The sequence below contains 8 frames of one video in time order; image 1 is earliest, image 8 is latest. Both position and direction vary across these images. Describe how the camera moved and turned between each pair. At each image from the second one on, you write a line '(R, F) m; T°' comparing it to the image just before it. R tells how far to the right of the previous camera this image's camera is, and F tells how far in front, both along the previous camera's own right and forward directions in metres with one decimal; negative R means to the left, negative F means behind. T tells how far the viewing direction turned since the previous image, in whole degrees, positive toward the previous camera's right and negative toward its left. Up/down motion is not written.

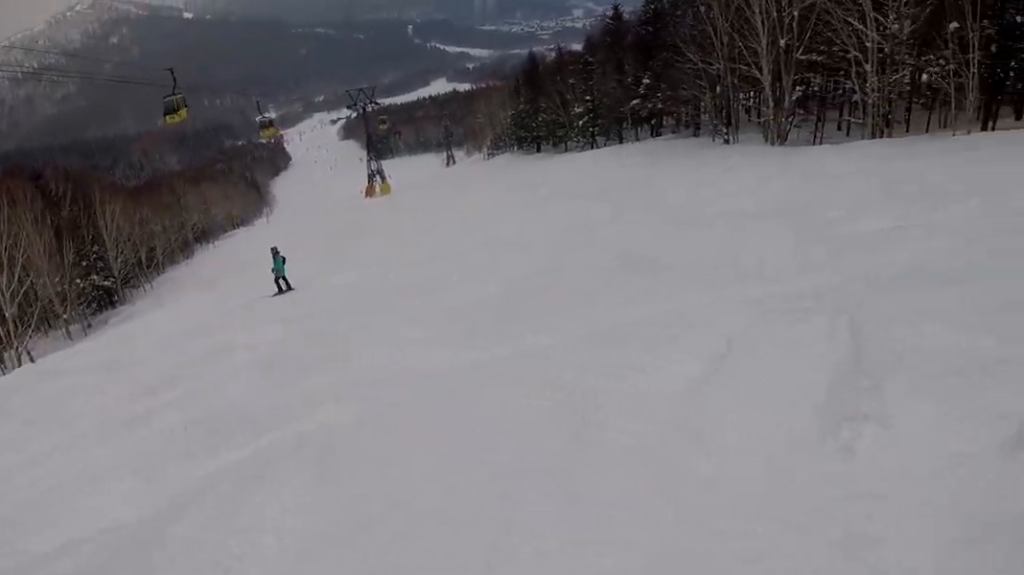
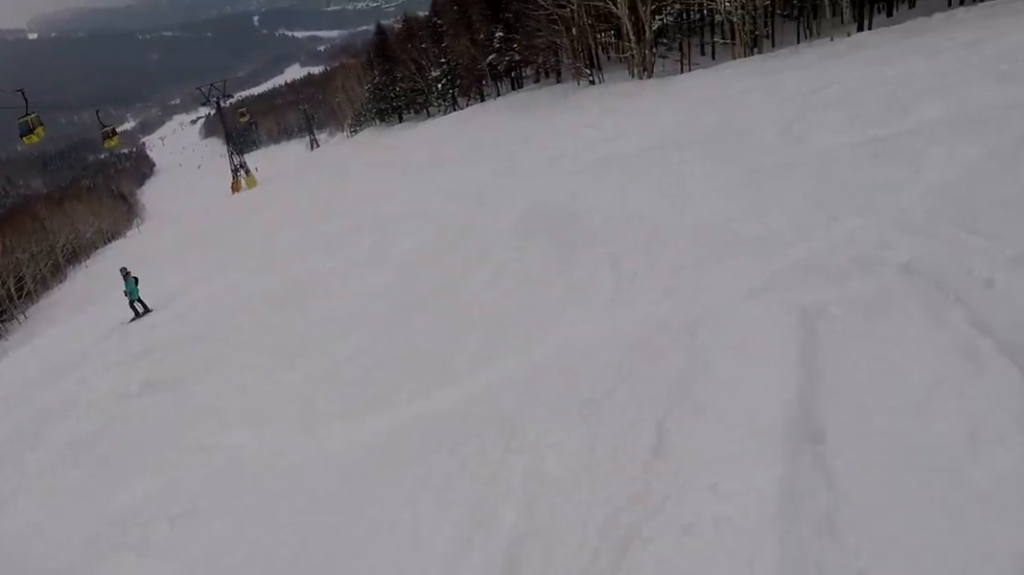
(-0.4, +2.1) m; +6°
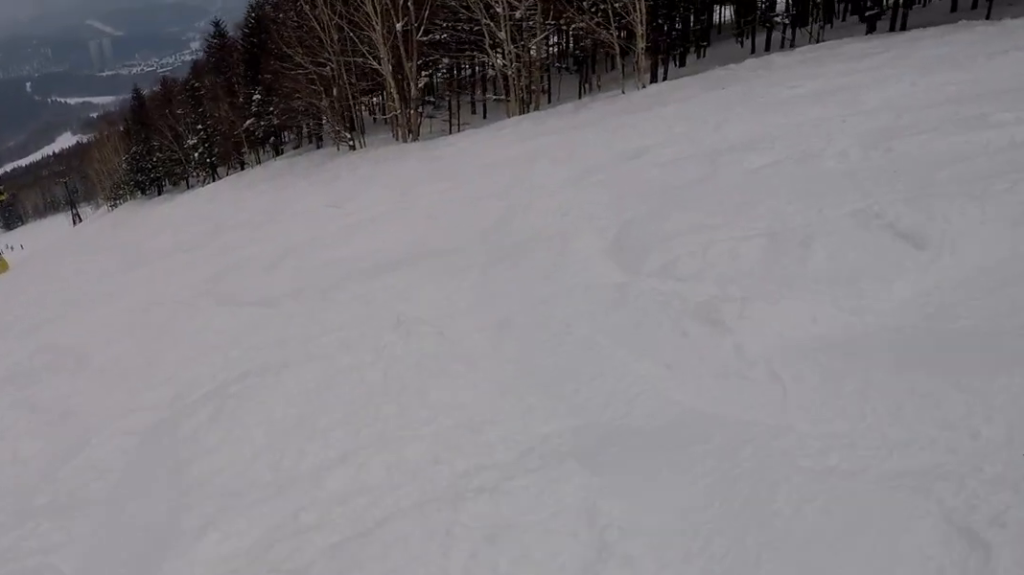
(+1.2, +4.5) m; +13°
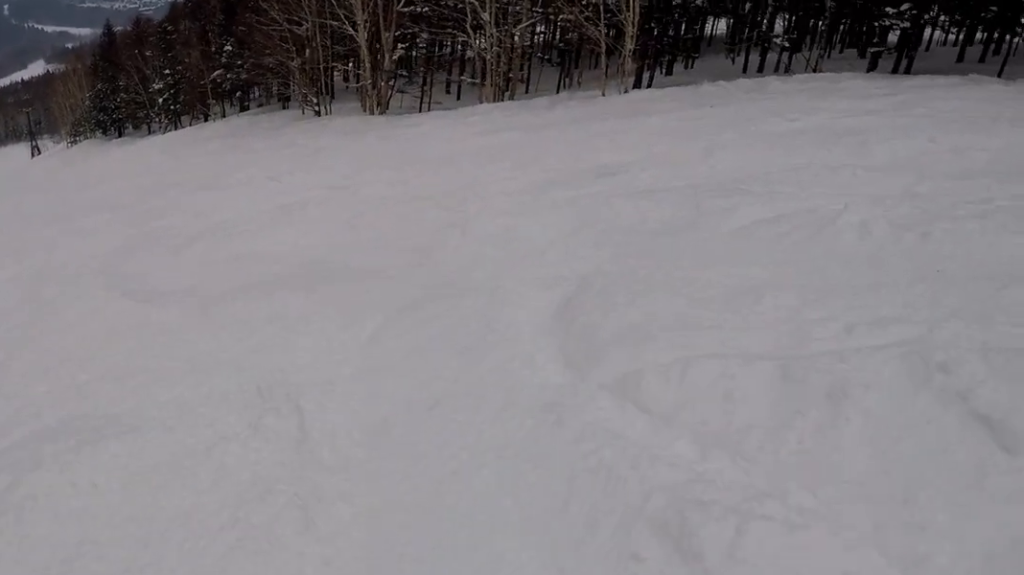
(-0.3, +1.8) m; -5°
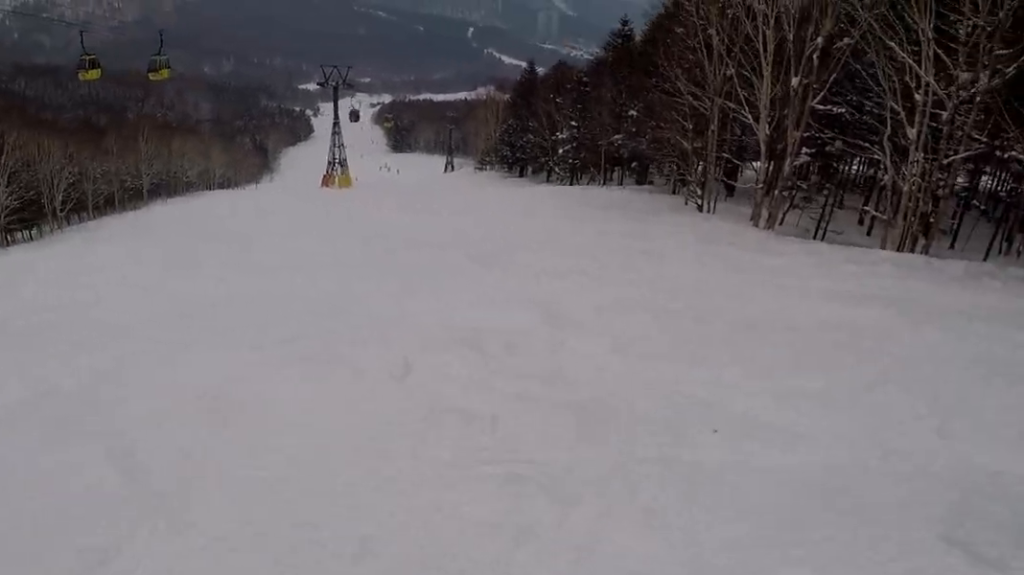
(-1.4, +7.7) m; -27°
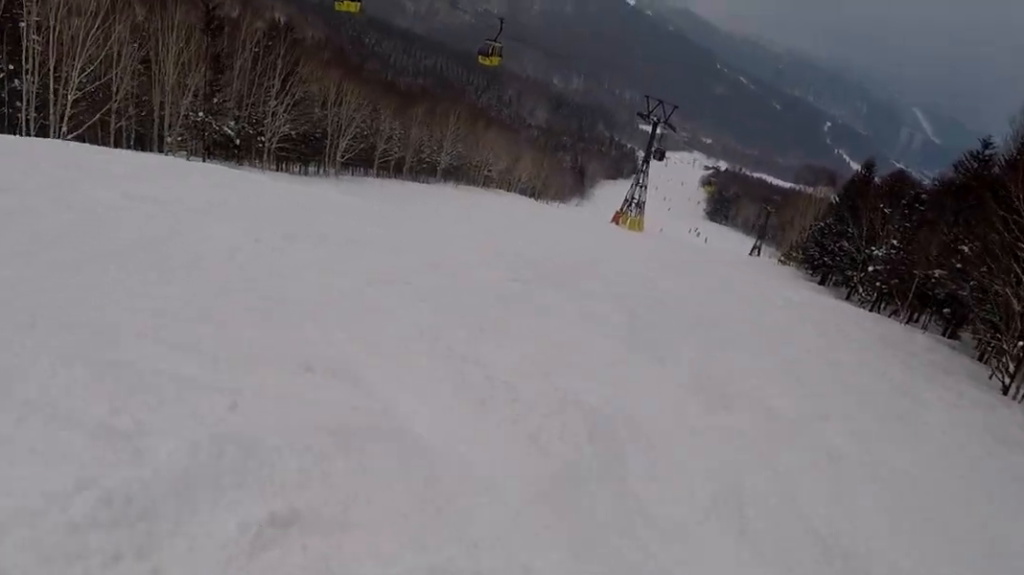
(-1.7, +4.9) m; -43°
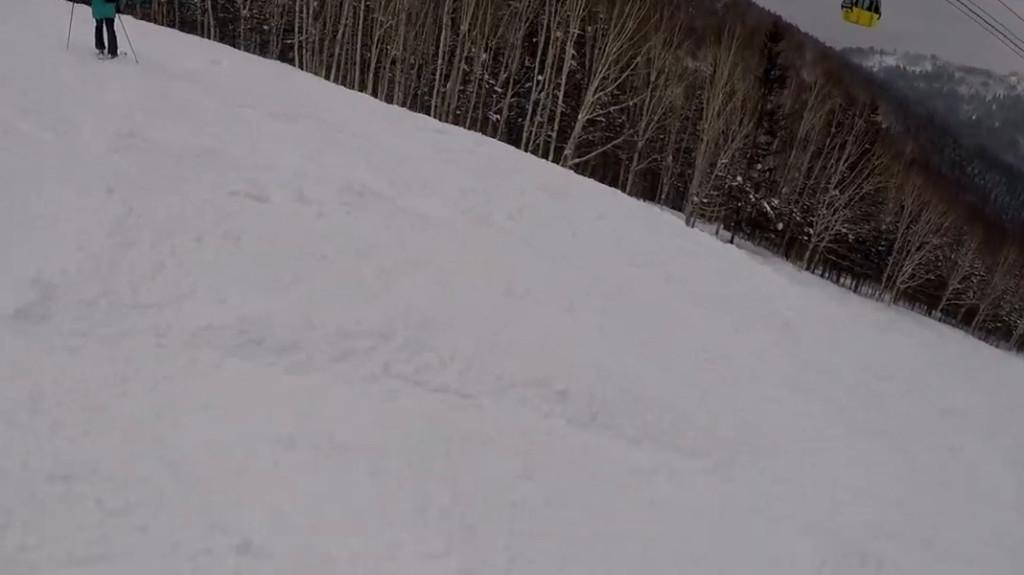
(-3.1, +6.8) m; -37°
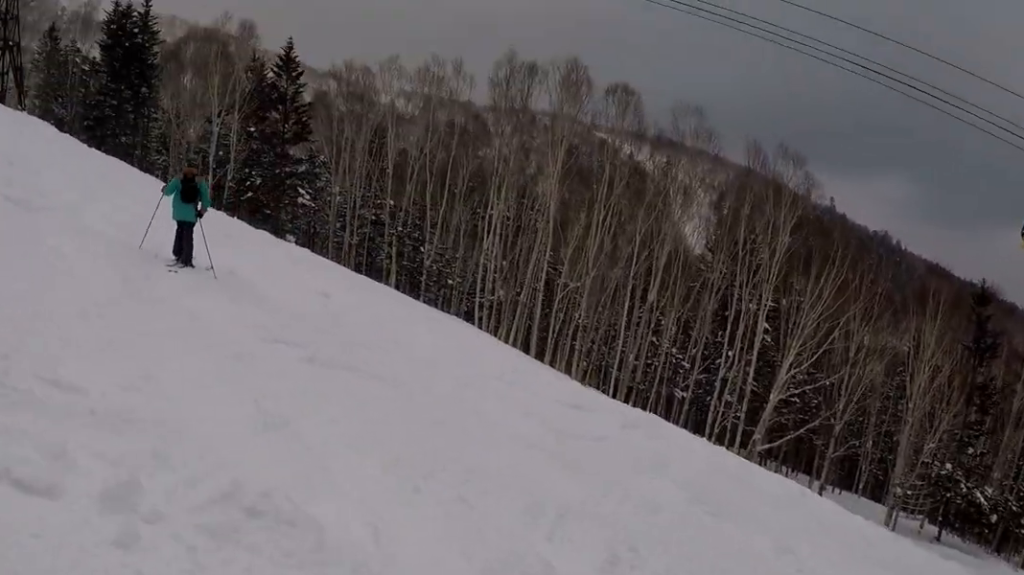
(-0.2, +2.5) m; -10°
